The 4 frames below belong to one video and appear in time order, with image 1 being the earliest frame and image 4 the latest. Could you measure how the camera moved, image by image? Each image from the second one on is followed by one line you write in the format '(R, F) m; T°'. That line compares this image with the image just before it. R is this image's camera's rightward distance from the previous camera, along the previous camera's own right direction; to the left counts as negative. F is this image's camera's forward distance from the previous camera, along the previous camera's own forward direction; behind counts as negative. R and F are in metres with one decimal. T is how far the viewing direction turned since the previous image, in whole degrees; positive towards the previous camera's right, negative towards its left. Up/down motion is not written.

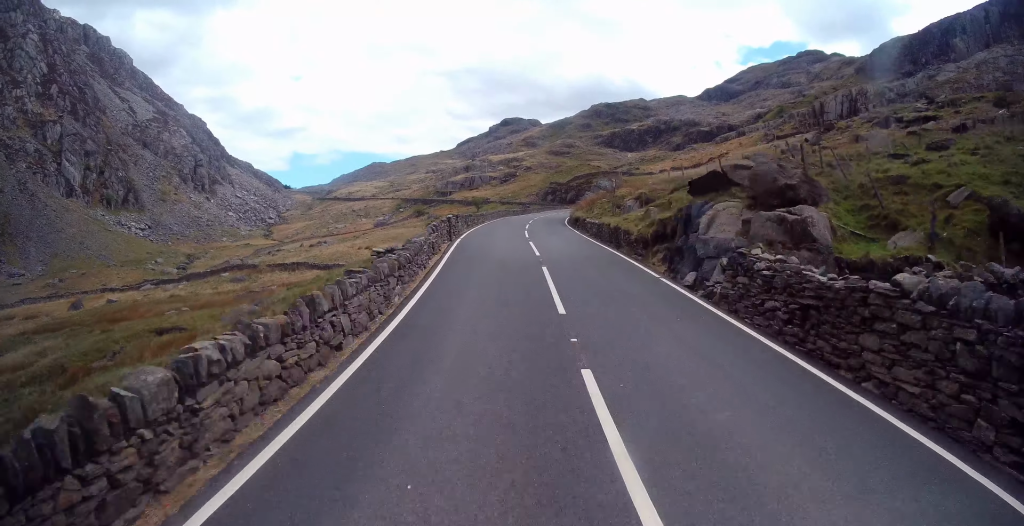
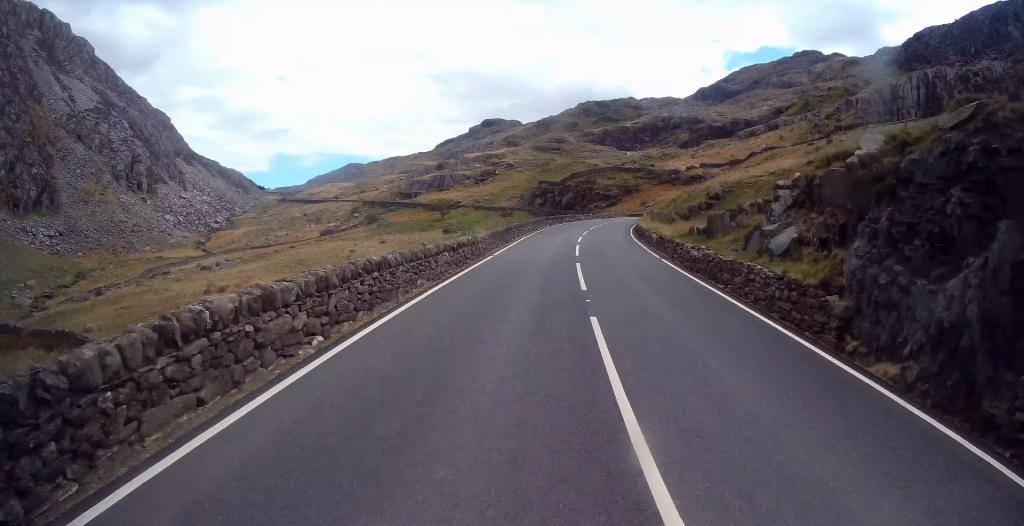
(-2.1, +51.2) m; 0°
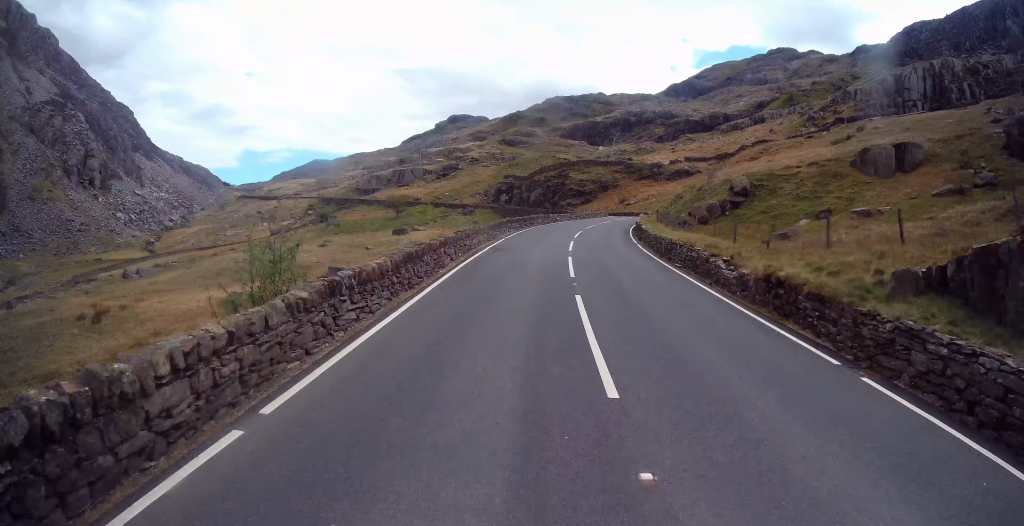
(+0.5, +15.7) m; +3°
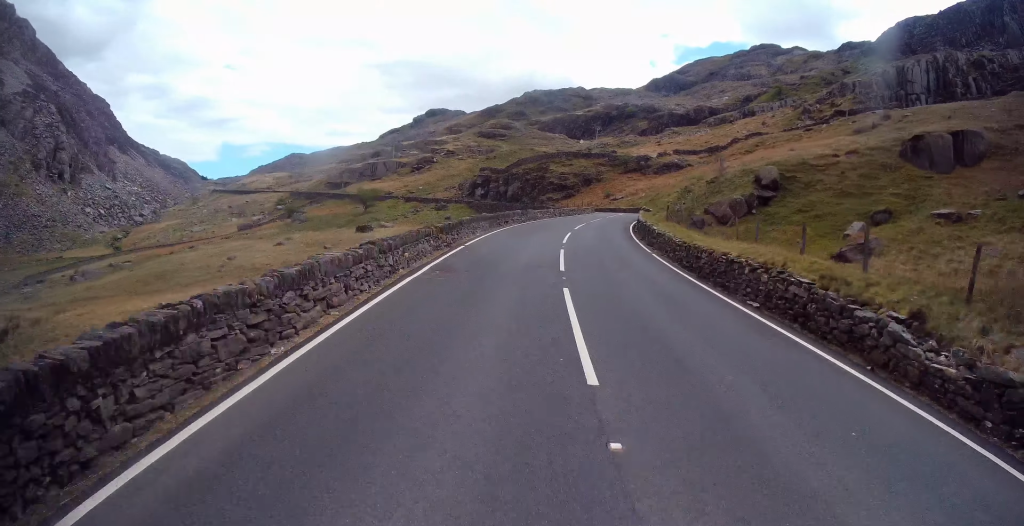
(+0.1, +9.1) m; +2°
